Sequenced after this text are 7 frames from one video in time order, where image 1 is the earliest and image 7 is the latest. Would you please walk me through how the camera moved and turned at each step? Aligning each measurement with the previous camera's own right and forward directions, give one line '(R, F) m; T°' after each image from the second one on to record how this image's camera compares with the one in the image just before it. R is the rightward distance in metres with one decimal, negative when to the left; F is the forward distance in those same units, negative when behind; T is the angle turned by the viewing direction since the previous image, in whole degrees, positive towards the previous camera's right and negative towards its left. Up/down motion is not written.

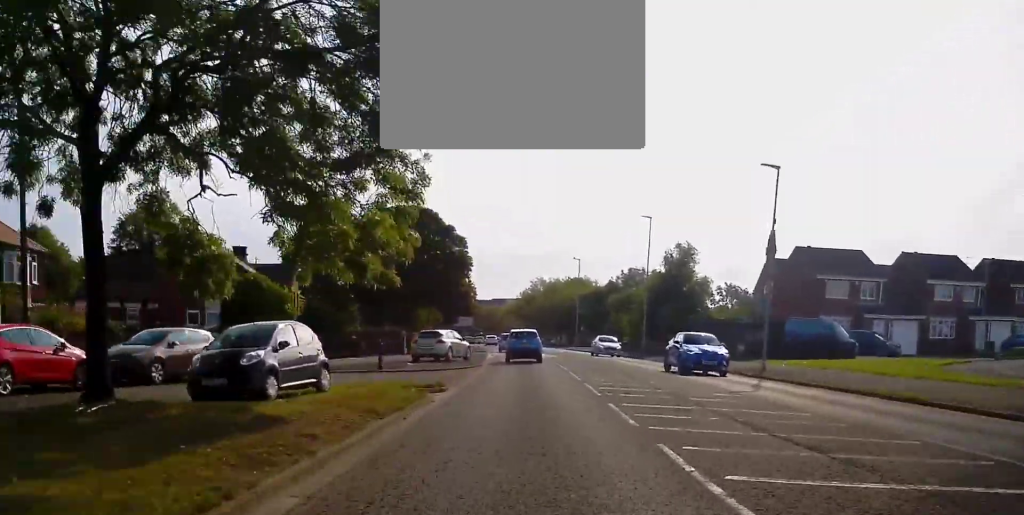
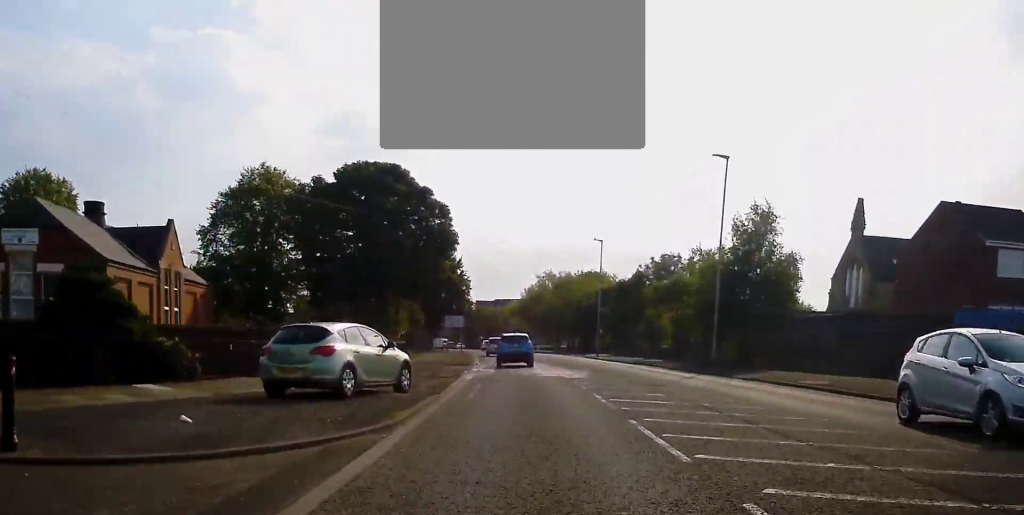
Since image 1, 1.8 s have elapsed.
(+0.6, +20.8) m; +1°
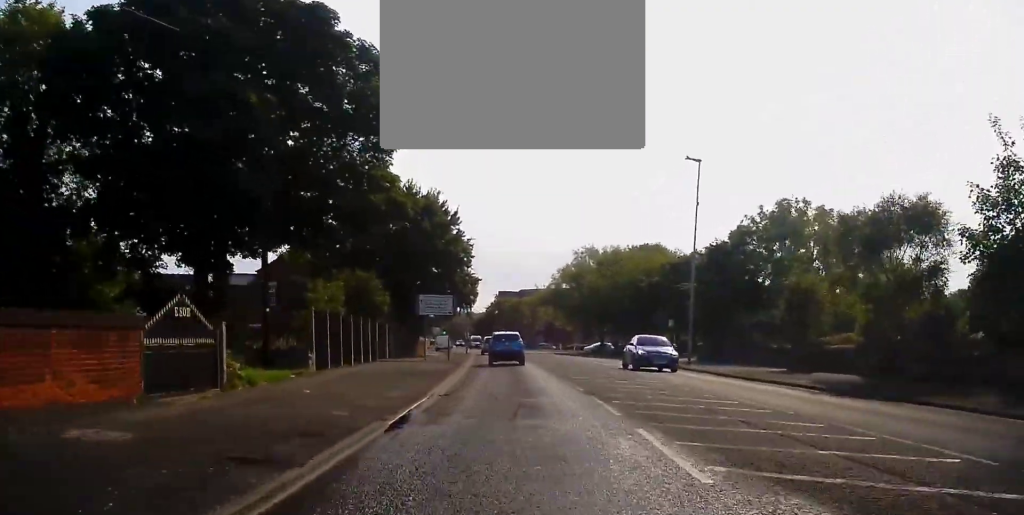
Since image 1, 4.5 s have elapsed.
(-0.4, +30.9) m; -3°
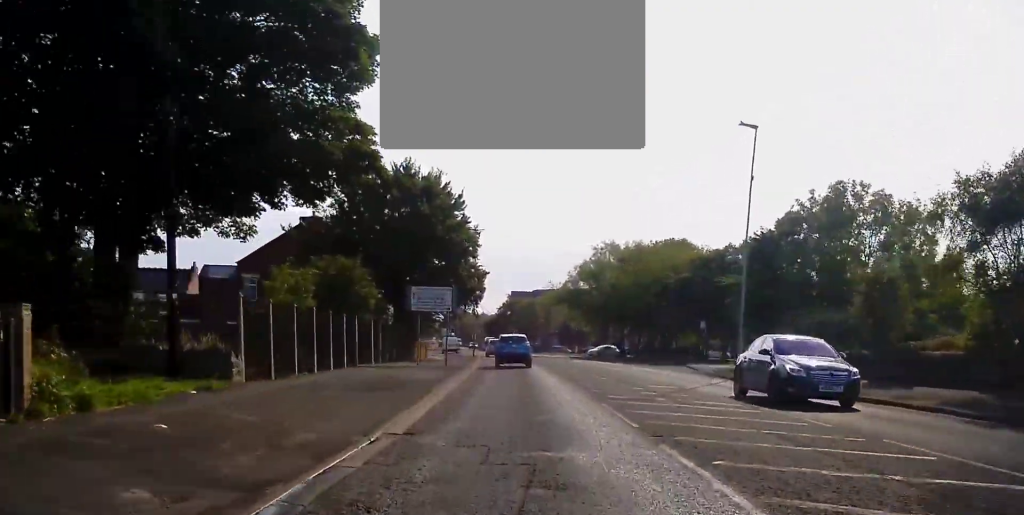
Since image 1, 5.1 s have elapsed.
(0.0, +7.4) m; -2°
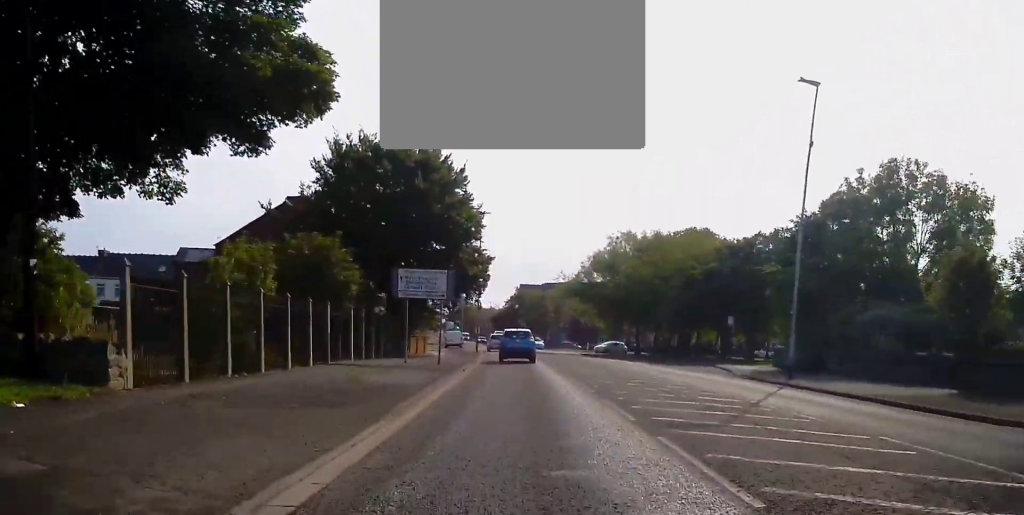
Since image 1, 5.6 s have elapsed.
(0.0, +5.6) m; -1°
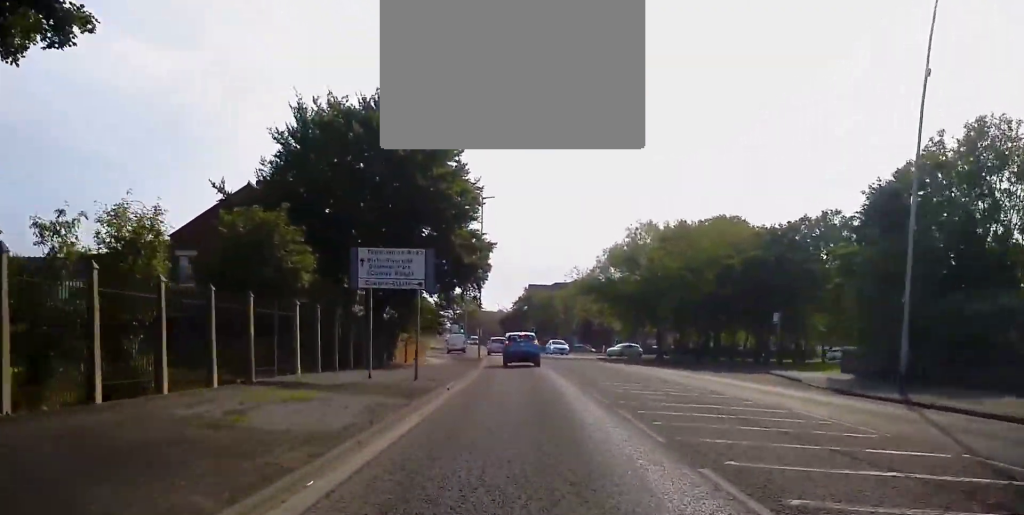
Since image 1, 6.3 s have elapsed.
(-0.4, +8.1) m; 0°
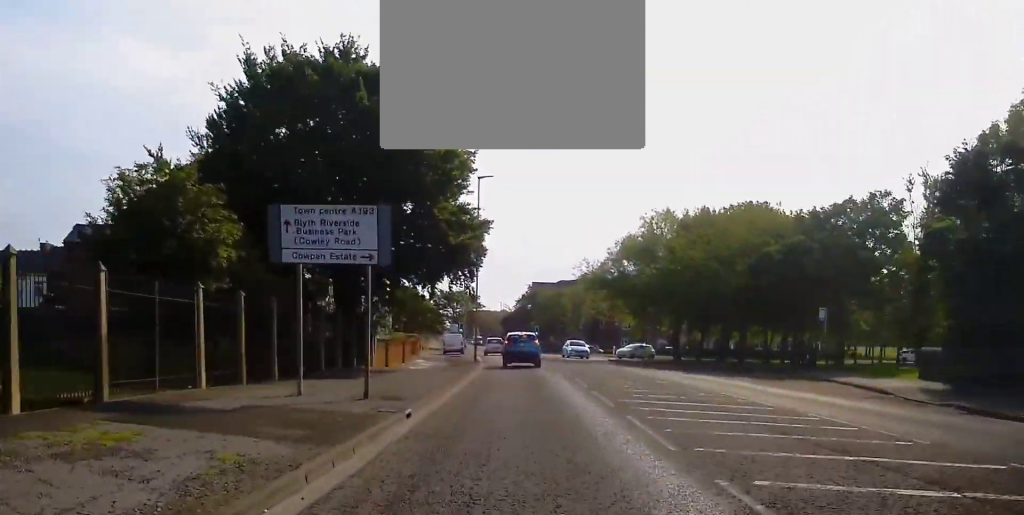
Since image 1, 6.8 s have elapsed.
(+0.1, +6.8) m; 0°
